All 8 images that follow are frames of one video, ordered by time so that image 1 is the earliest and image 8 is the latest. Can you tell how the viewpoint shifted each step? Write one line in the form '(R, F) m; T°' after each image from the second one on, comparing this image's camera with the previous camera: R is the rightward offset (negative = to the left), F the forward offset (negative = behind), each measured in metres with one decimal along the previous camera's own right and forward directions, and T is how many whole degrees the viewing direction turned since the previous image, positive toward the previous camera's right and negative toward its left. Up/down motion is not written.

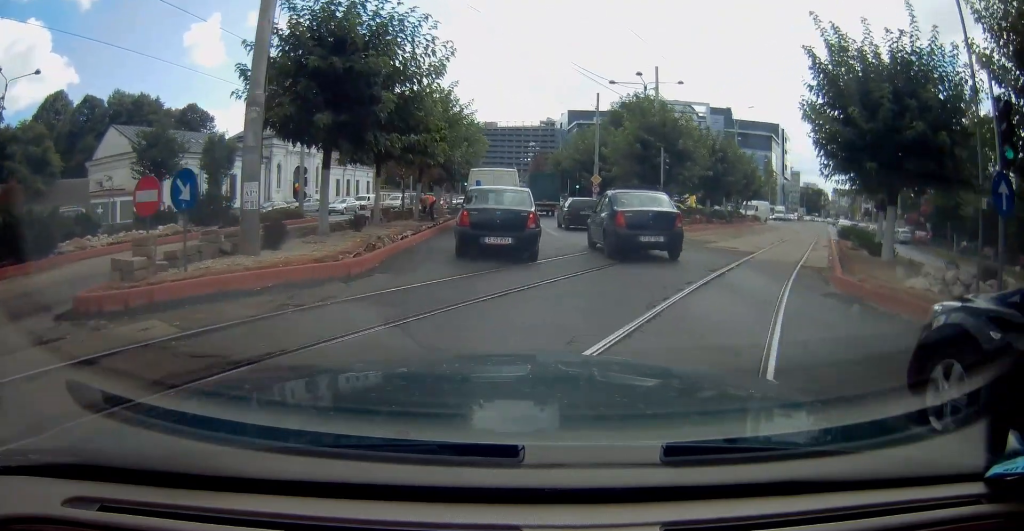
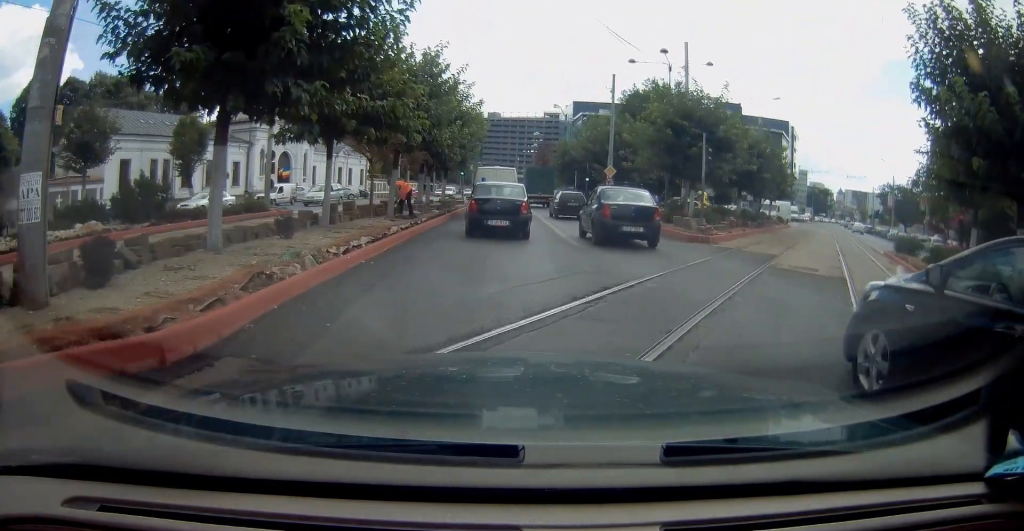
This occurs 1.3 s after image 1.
(0.0, +5.1) m; -2°
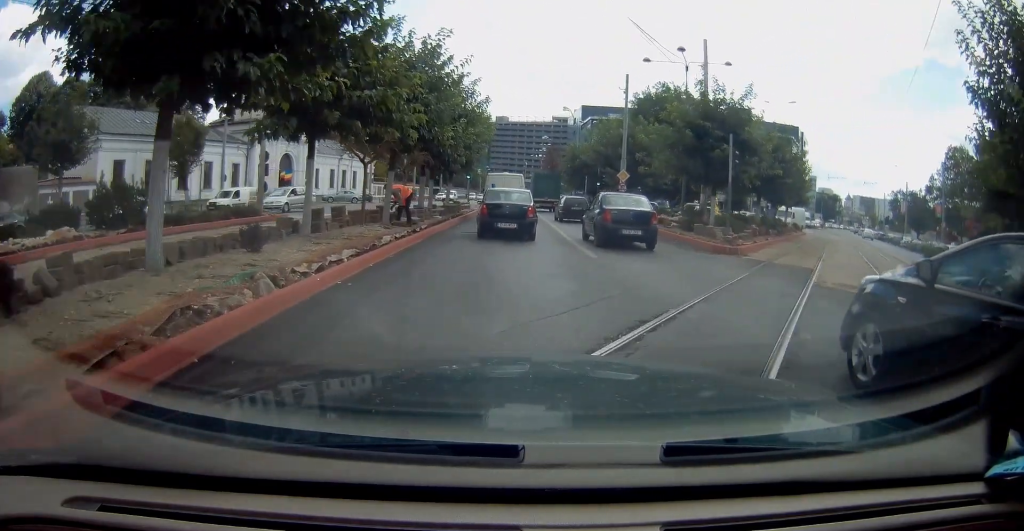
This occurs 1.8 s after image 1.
(0.0, +1.7) m; 0°
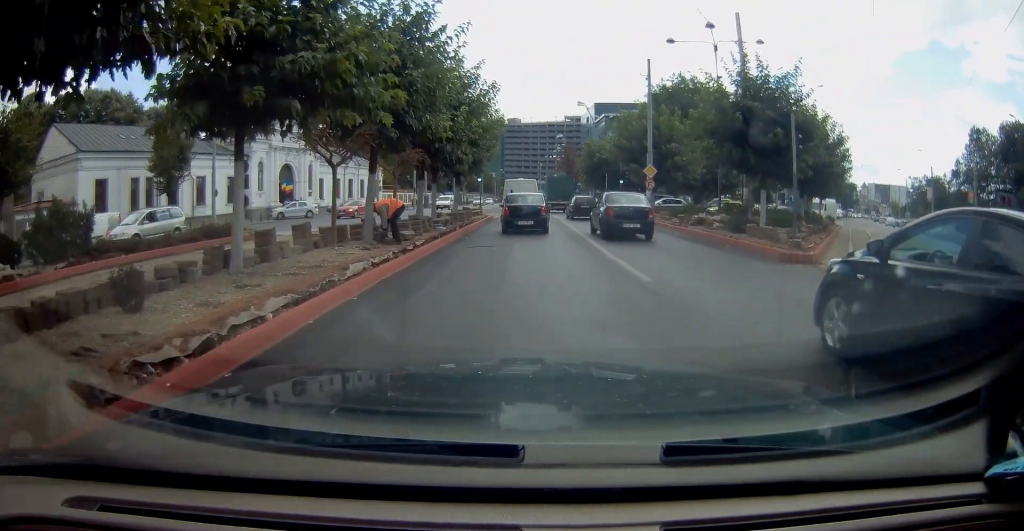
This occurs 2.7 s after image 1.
(0.0, +3.5) m; +2°
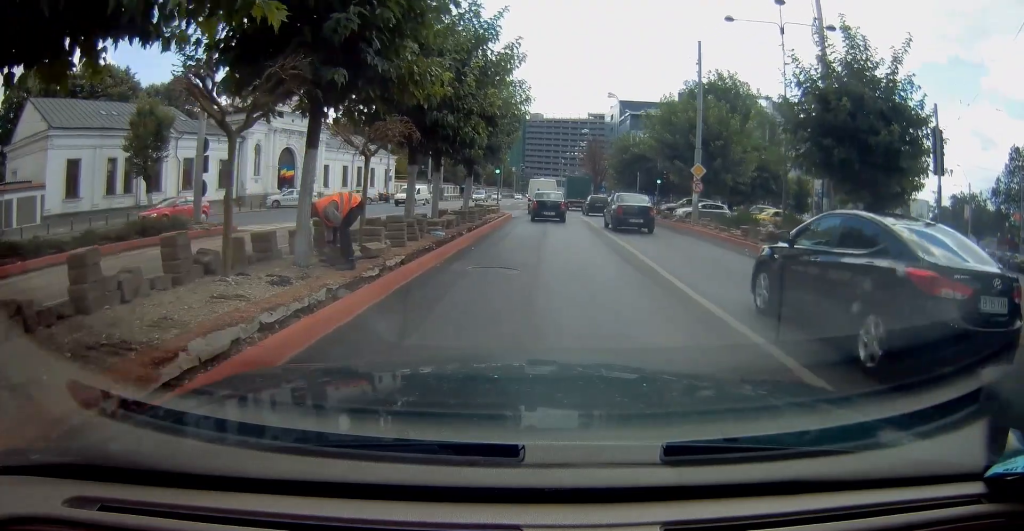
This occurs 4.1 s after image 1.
(+0.3, +5.4) m; +1°
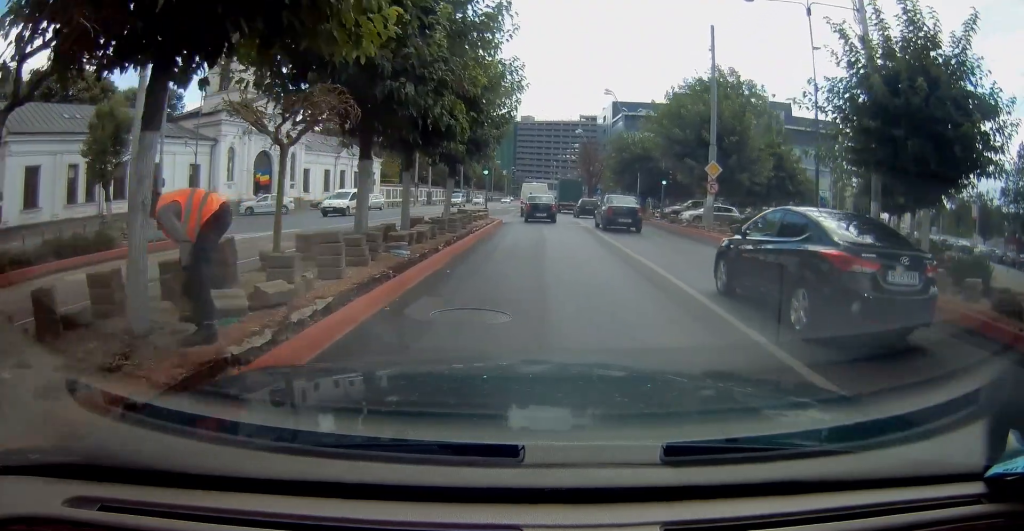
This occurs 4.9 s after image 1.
(-0.1, +3.4) m; -2°
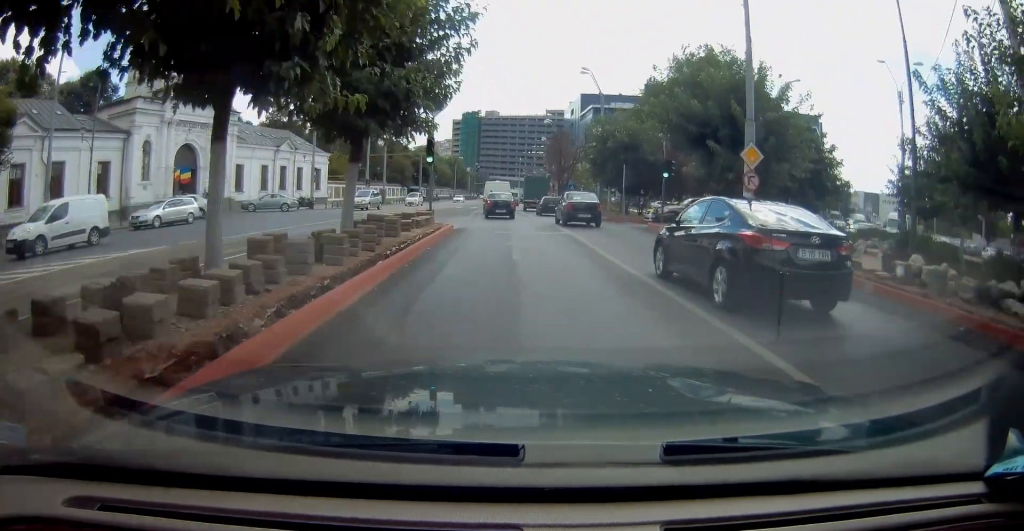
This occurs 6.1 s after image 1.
(-0.1, +7.3) m; +1°
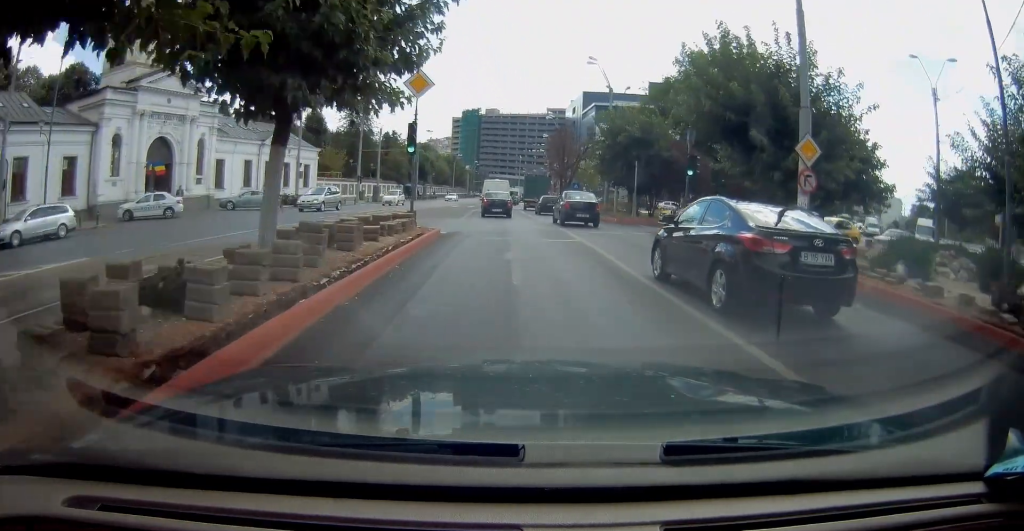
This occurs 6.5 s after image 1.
(0.0, +3.4) m; +1°
